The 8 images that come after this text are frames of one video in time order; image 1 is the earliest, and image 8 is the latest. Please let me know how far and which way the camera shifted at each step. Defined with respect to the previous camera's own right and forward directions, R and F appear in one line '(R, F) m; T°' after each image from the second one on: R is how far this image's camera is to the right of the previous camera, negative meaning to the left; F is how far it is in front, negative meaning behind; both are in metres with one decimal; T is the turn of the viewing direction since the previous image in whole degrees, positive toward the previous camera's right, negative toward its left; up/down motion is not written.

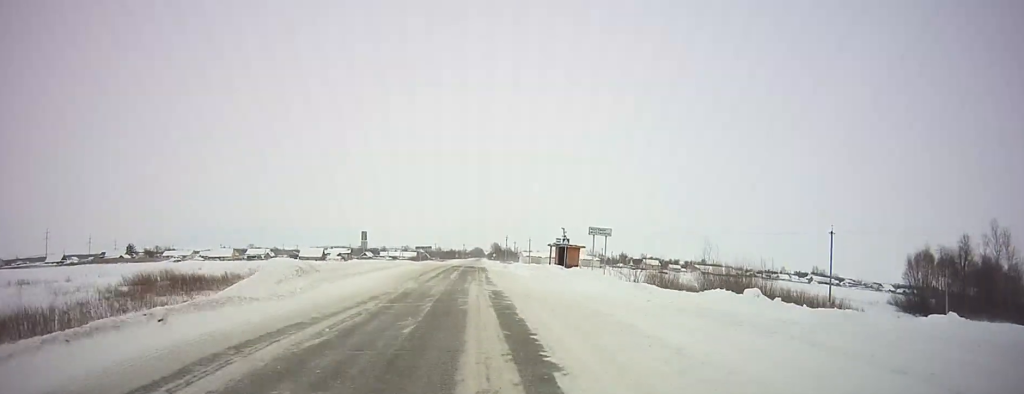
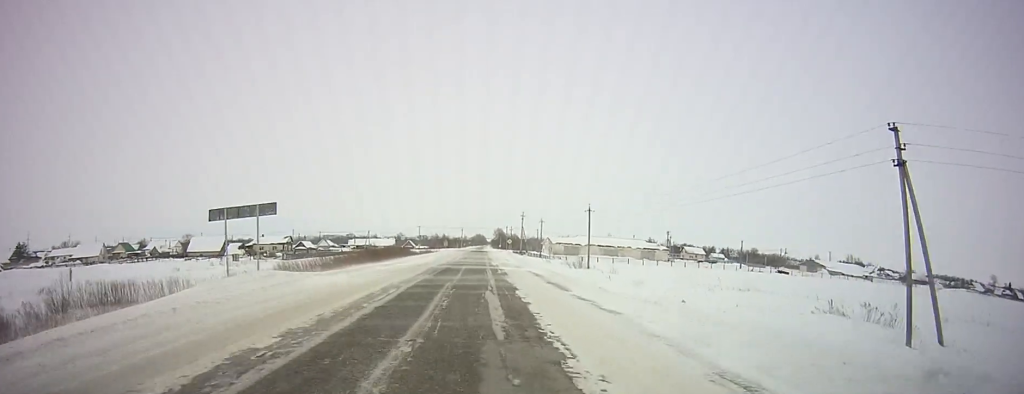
(-0.6, +87.3) m; -1°
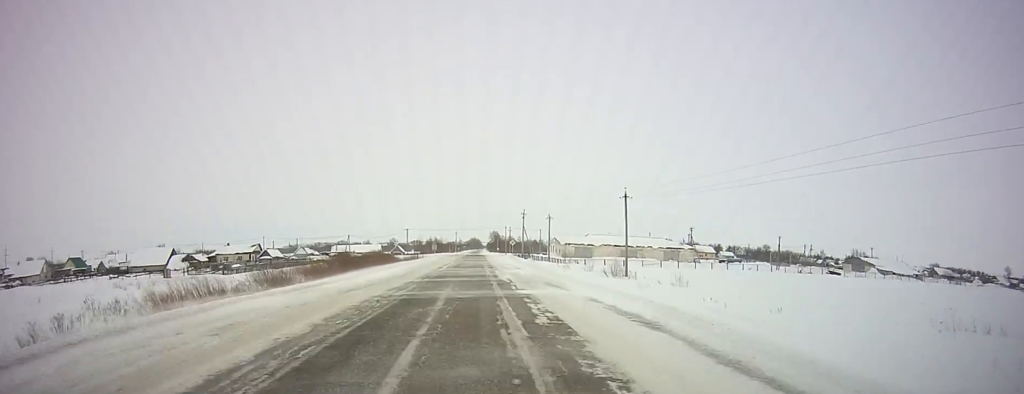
(+0.1, +22.8) m; 0°
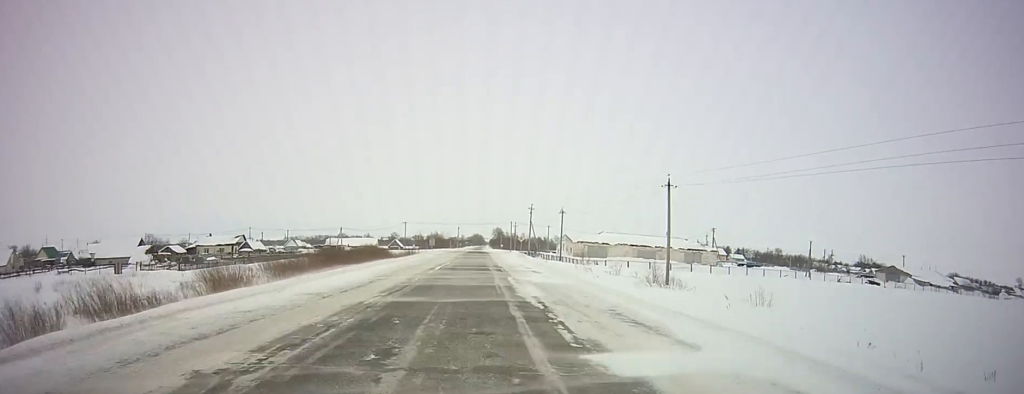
(+0.1, +12.8) m; 0°
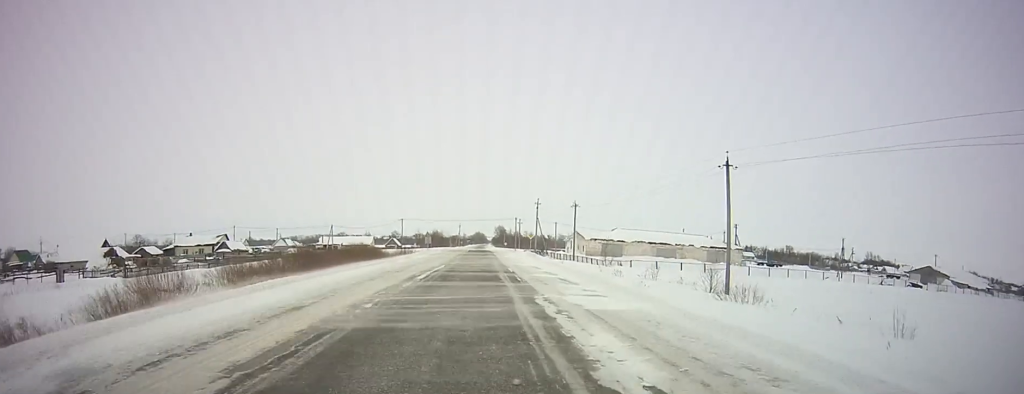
(0.0, +11.7) m; 0°
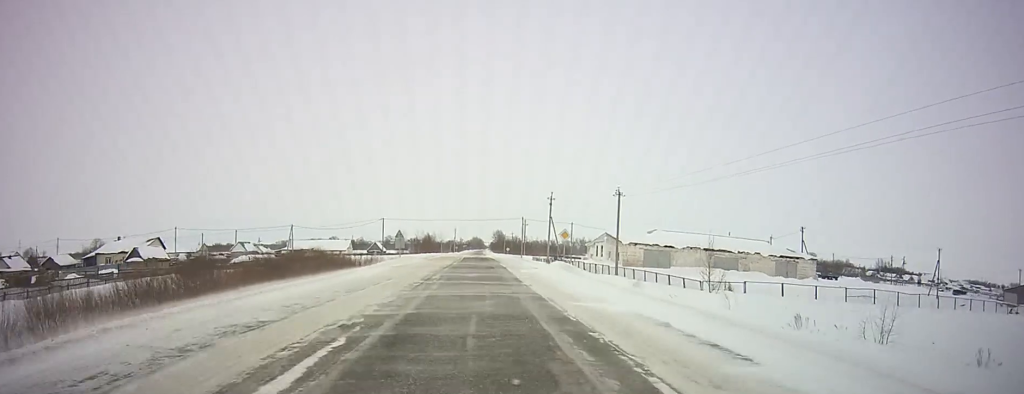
(0.0, +29.6) m; 0°
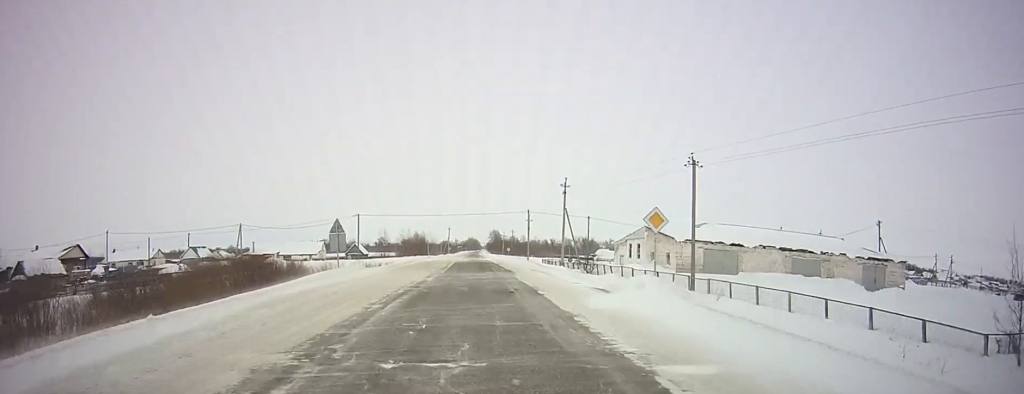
(+0.1, +23.7) m; 0°
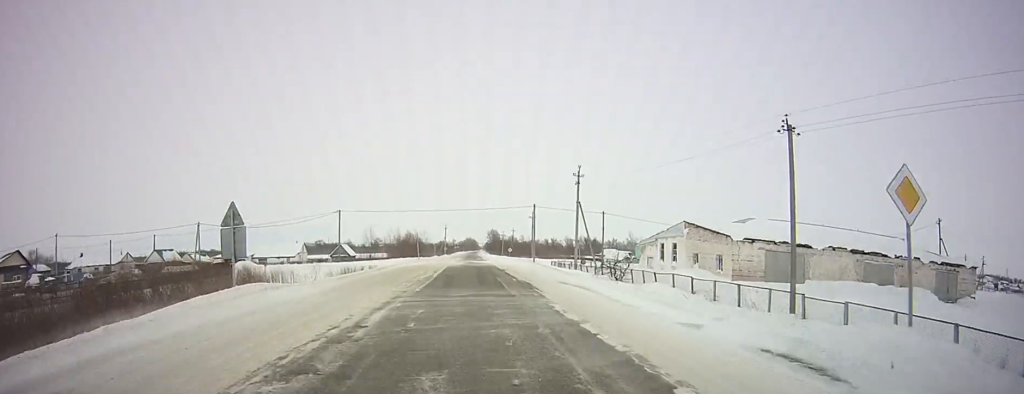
(+0.1, +13.9) m; 0°
